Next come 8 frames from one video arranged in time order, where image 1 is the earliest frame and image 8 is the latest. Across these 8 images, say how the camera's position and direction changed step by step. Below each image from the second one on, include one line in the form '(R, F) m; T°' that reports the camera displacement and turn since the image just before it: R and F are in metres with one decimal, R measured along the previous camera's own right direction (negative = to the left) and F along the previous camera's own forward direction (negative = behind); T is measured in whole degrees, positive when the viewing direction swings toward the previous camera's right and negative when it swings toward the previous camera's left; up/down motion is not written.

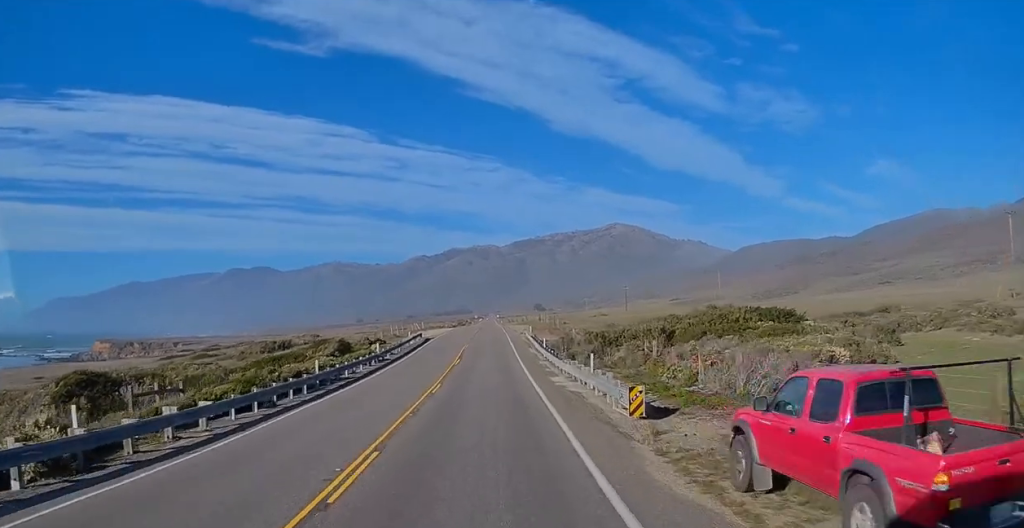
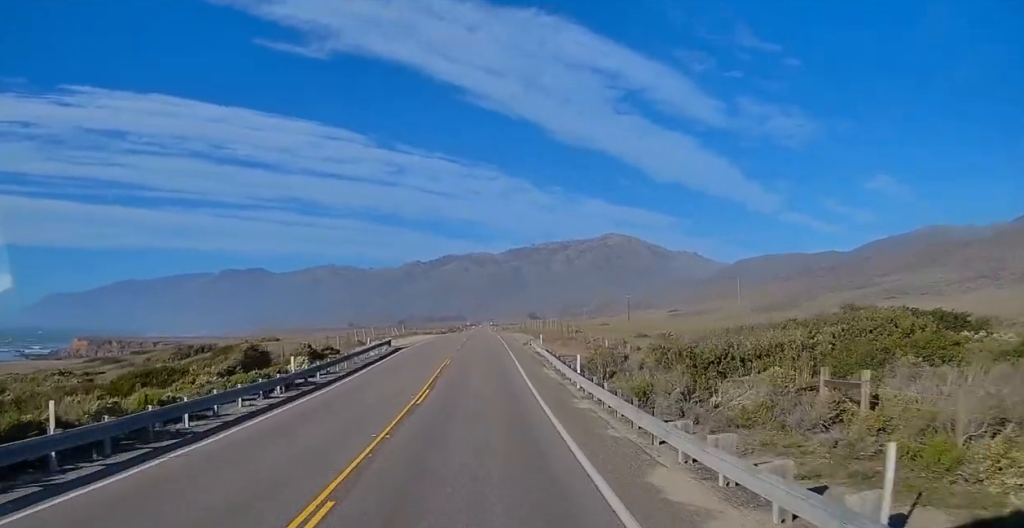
(+0.4, +17.9) m; +1°
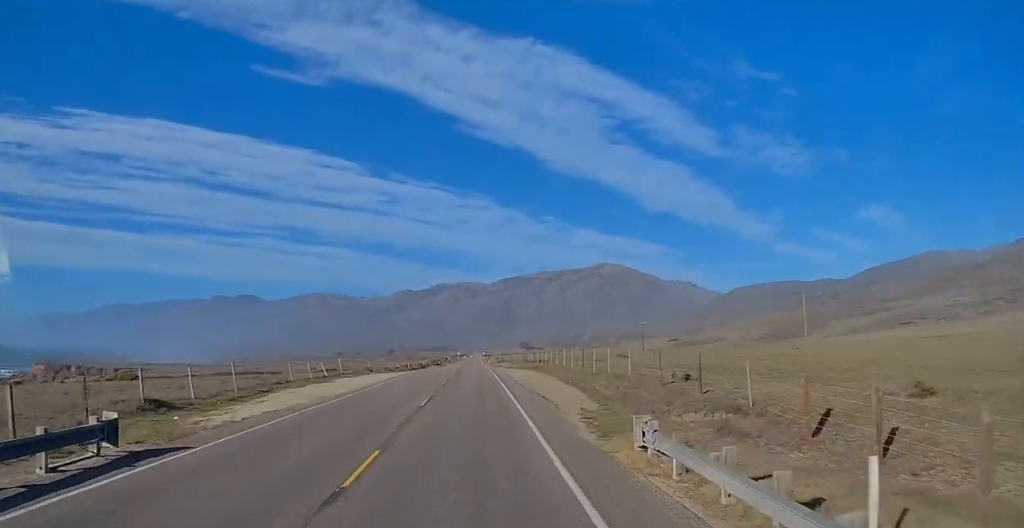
(+0.2, +39.9) m; 0°
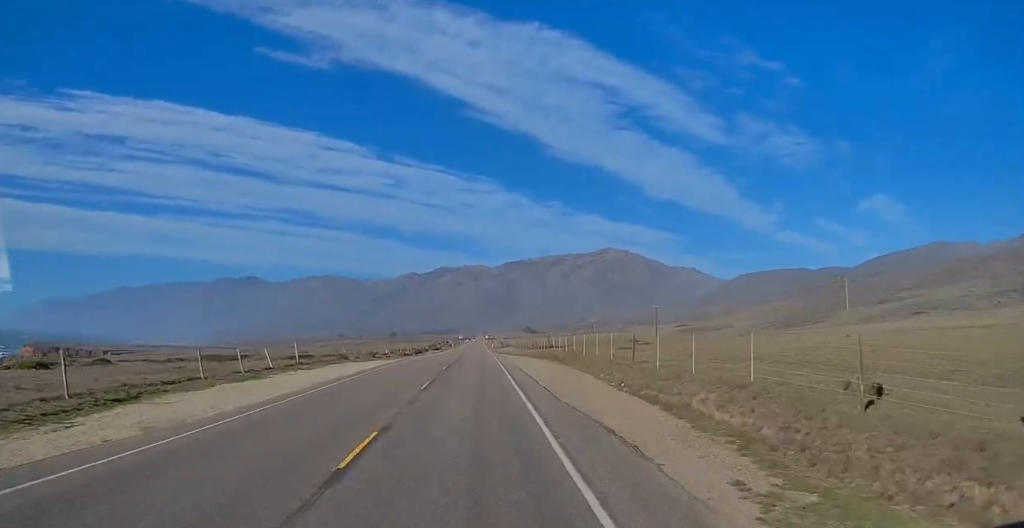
(0.0, +14.6) m; 0°
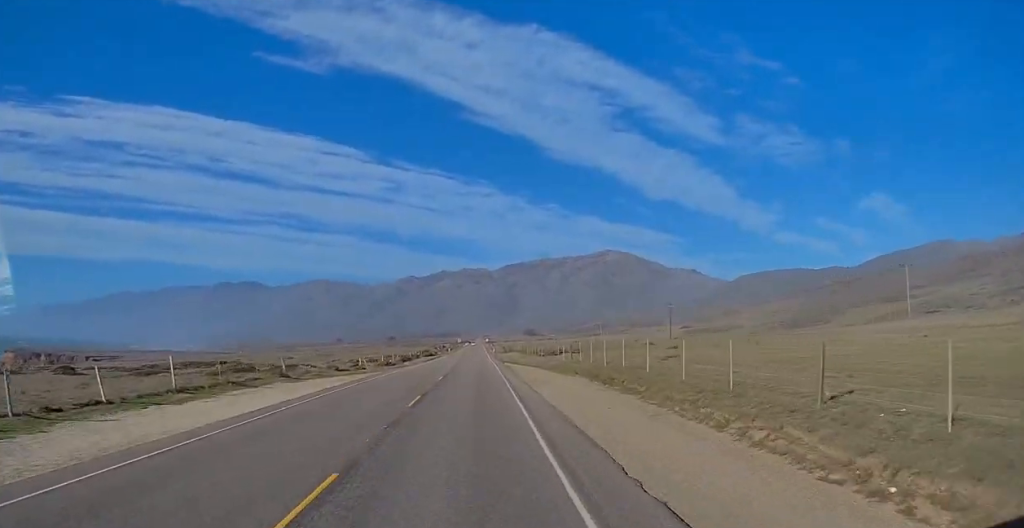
(0.0, +17.8) m; -1°
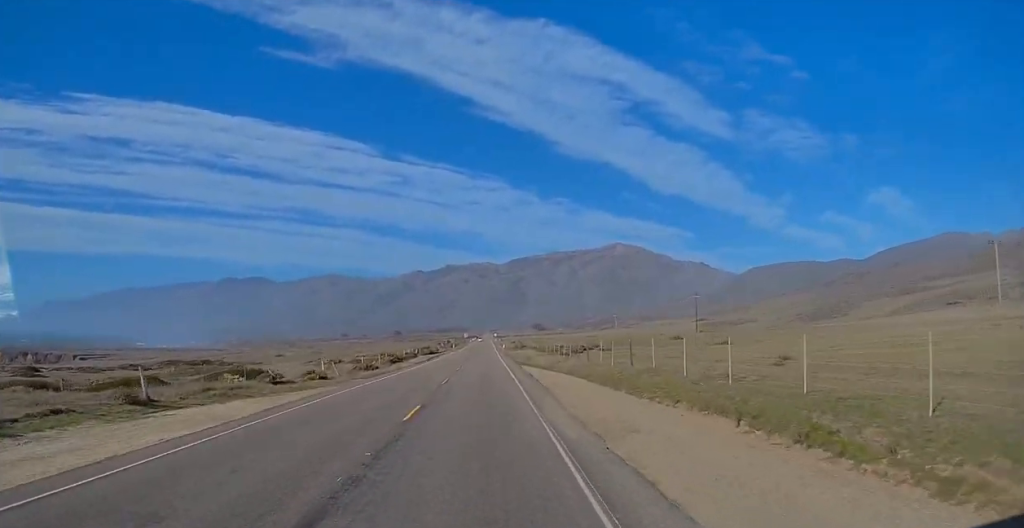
(+0.1, +18.4) m; -1°
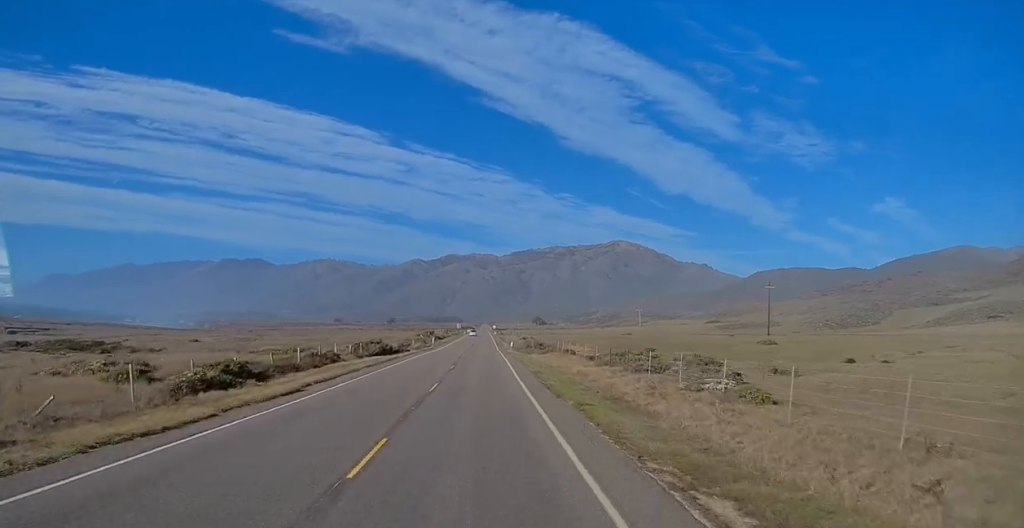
(-0.5, +53.2) m; +1°
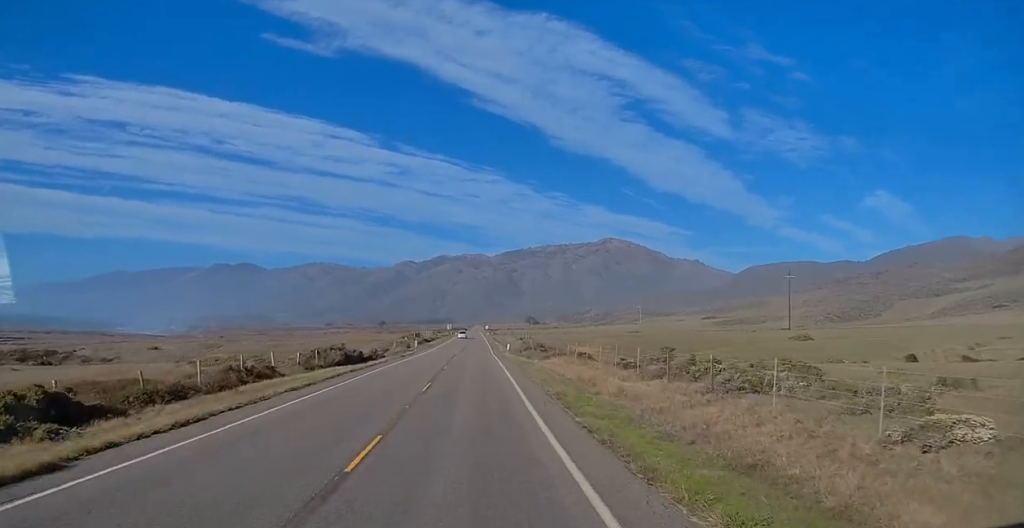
(+0.2, +13.9) m; +1°
